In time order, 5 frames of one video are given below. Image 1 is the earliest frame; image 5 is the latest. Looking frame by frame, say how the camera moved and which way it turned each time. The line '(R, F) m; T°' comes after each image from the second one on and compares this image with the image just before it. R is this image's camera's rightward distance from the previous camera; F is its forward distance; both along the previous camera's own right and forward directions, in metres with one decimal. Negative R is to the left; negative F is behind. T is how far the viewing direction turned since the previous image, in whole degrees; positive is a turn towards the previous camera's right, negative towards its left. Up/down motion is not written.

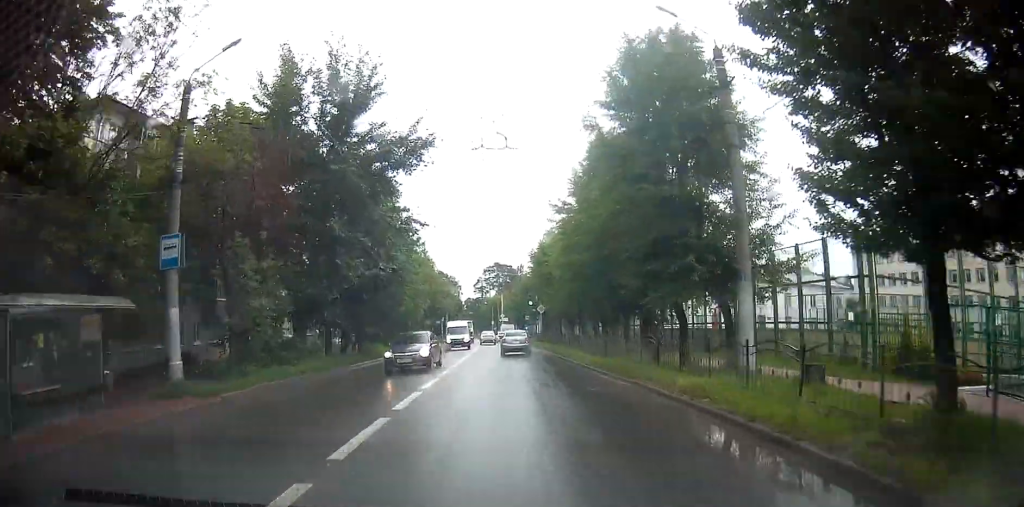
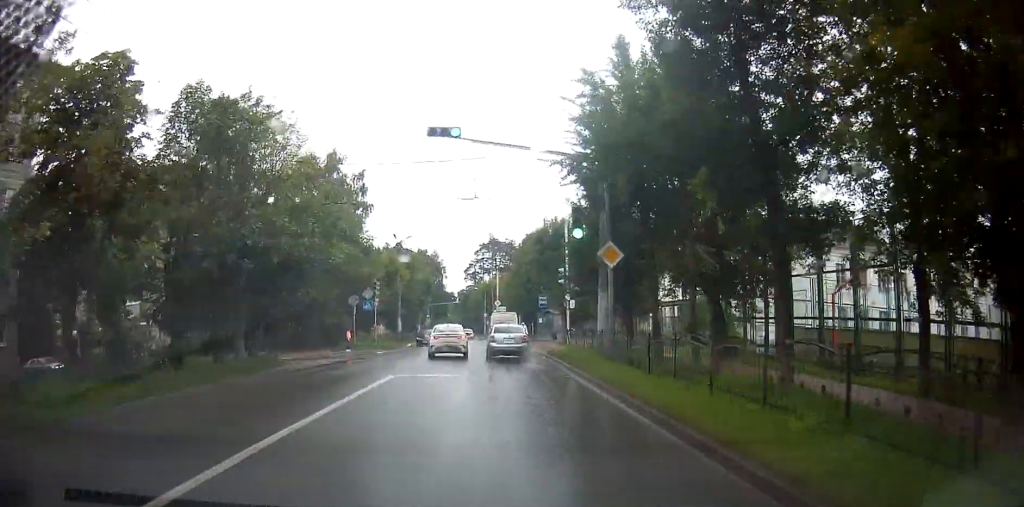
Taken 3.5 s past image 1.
(+0.7, +46.5) m; 0°
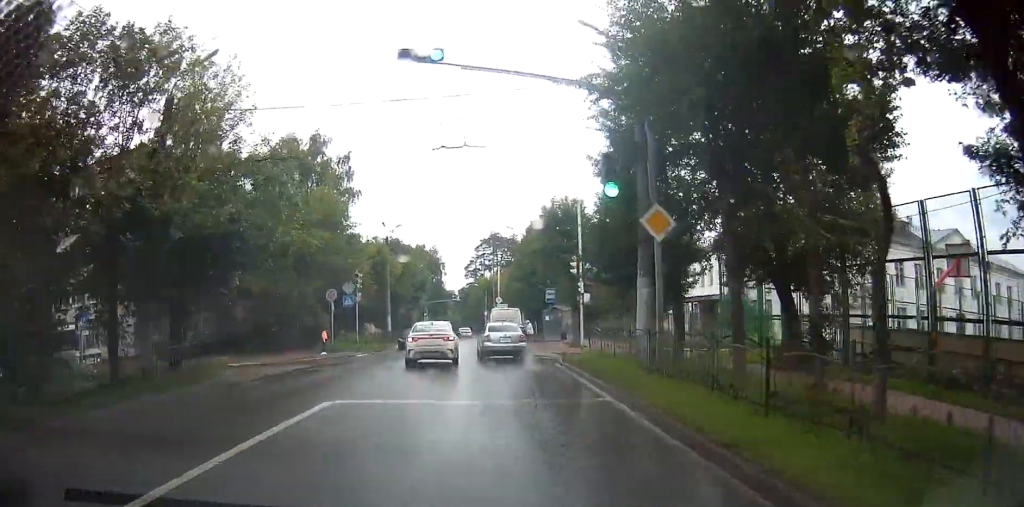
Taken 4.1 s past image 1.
(-0.1, +6.8) m; -1°
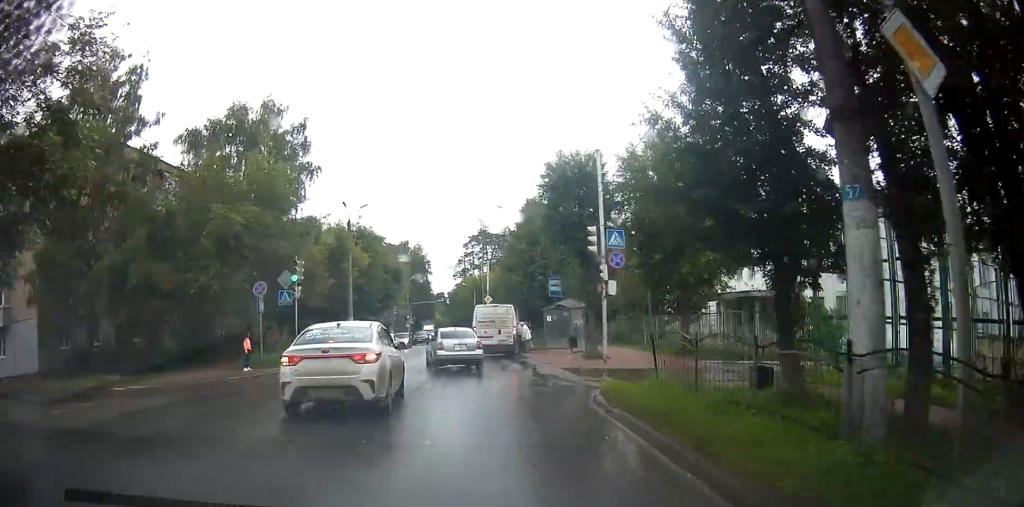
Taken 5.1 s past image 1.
(-0.2, +10.8) m; 0°
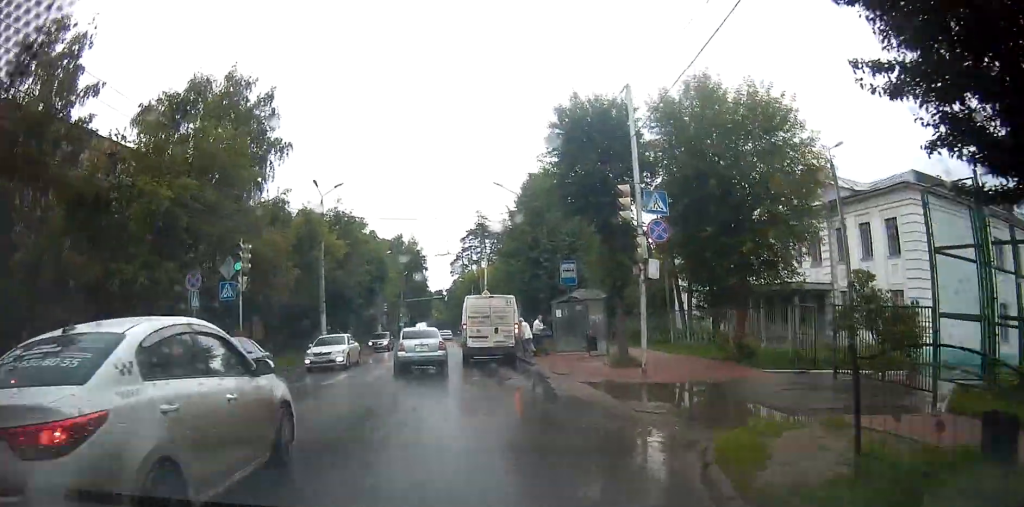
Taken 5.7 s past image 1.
(+0.2, +6.8) m; -1°
